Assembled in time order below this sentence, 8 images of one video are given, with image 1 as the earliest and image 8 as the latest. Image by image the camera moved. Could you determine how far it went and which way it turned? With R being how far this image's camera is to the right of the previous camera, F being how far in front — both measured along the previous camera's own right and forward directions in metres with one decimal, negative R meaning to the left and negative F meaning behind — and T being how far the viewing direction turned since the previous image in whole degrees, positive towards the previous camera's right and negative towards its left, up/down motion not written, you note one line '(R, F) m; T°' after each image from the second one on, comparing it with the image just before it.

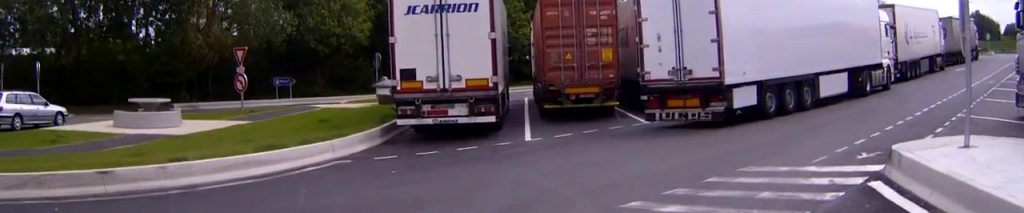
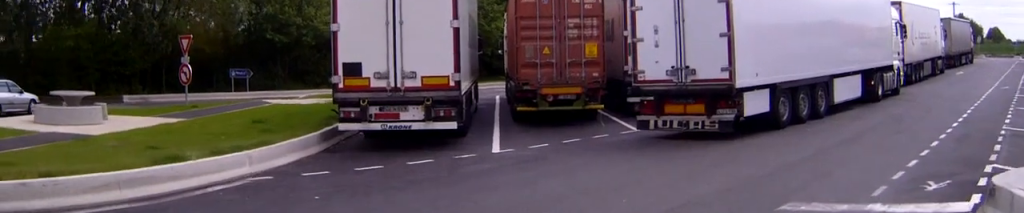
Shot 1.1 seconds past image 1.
(+0.2, +3.5) m; +11°
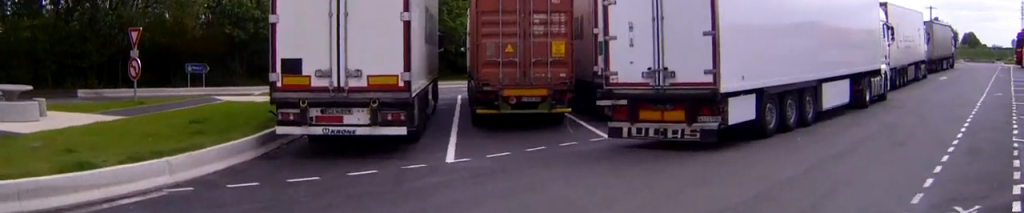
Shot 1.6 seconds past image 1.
(+0.2, +1.8) m; +3°
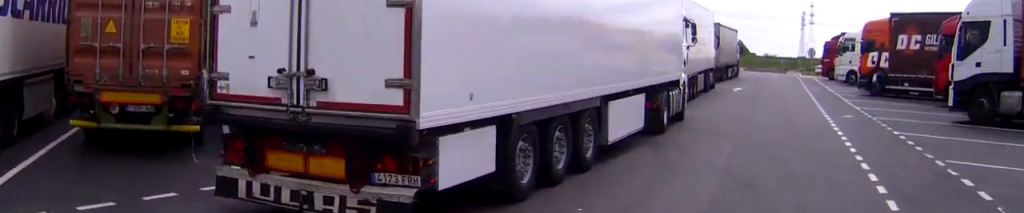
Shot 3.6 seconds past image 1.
(+1.0, +7.4) m; +17°
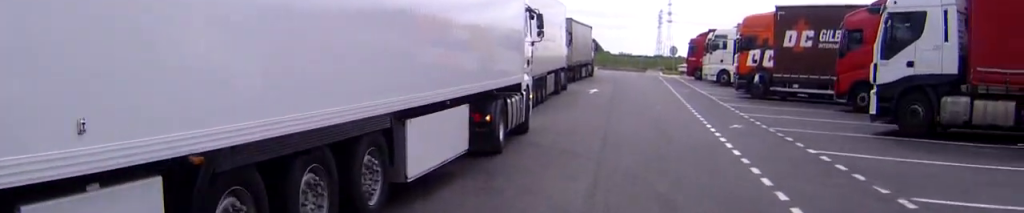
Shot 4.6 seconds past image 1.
(+0.5, +4.3) m; +7°
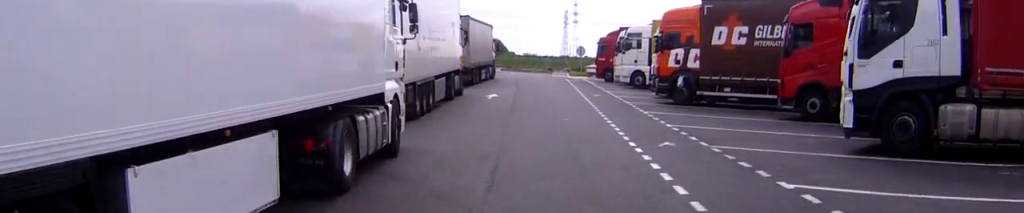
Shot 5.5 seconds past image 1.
(+0.1, +4.5) m; 0°
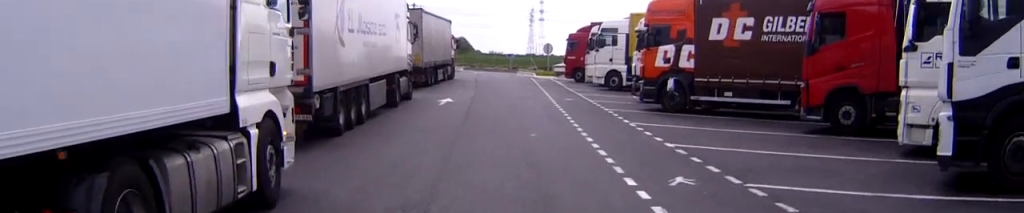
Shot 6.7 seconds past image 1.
(-0.2, +5.2) m; -3°
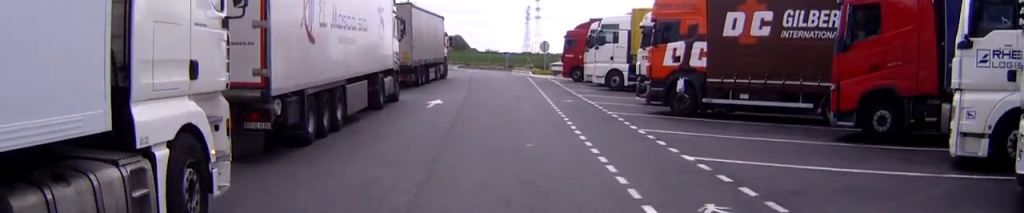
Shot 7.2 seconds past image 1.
(0.0, +2.2) m; -1°
